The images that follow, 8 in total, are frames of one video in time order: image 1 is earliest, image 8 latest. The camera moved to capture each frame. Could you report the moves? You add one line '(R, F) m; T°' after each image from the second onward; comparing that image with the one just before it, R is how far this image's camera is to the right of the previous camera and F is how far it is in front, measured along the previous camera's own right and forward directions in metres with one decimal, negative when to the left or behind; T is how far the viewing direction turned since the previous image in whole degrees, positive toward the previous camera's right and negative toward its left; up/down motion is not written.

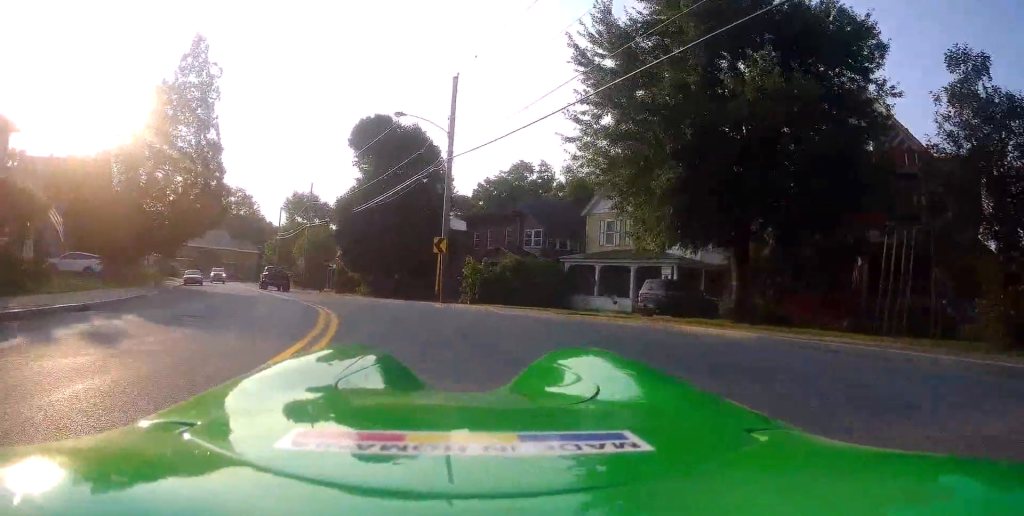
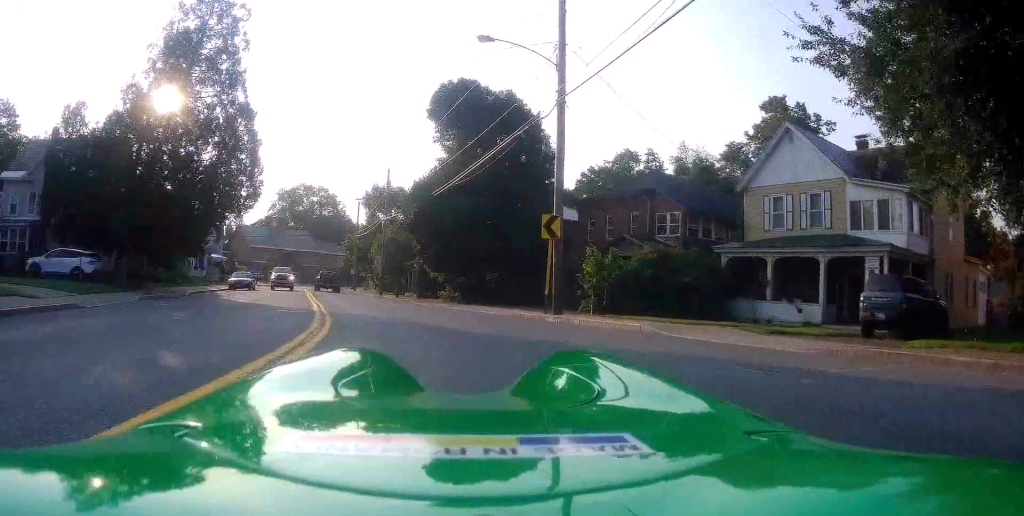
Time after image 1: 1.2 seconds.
(-0.4, +10.0) m; -6°
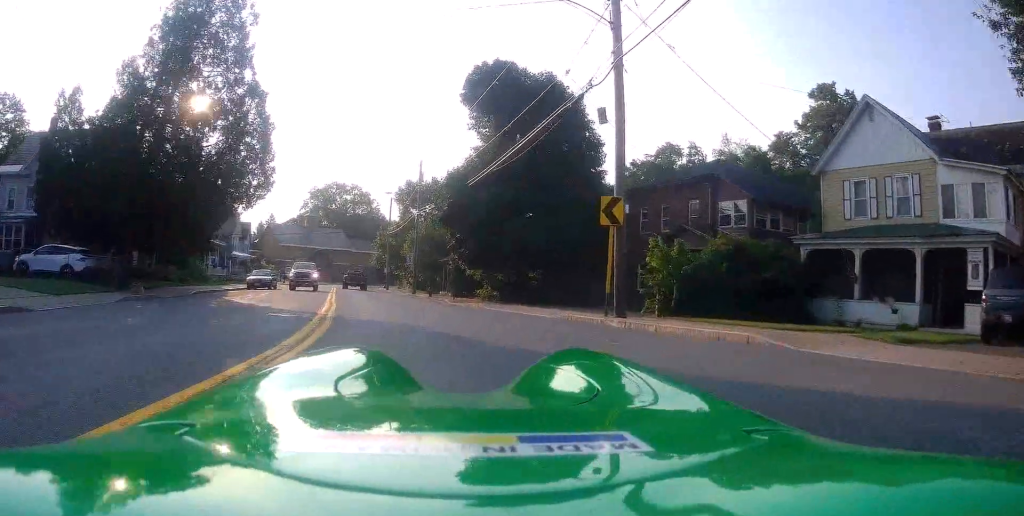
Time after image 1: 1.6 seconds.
(+0.1, +3.5) m; -2°
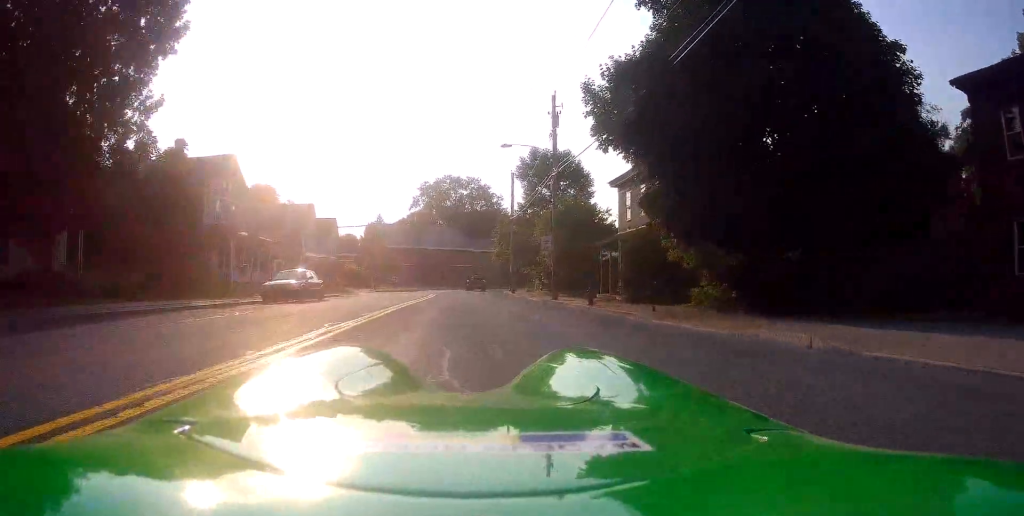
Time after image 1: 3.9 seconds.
(-2.9, +19.9) m; -15°
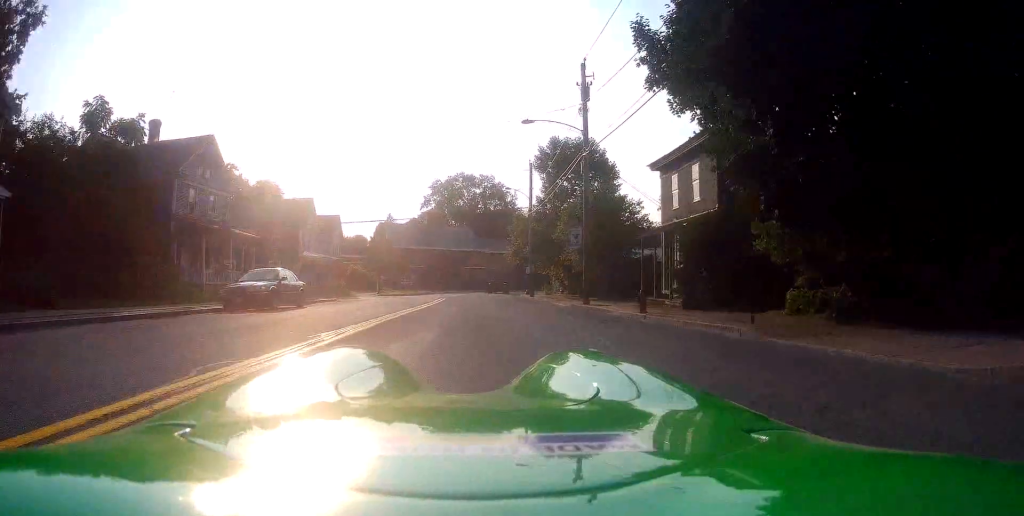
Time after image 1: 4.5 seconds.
(-0.1, +5.8) m; -5°
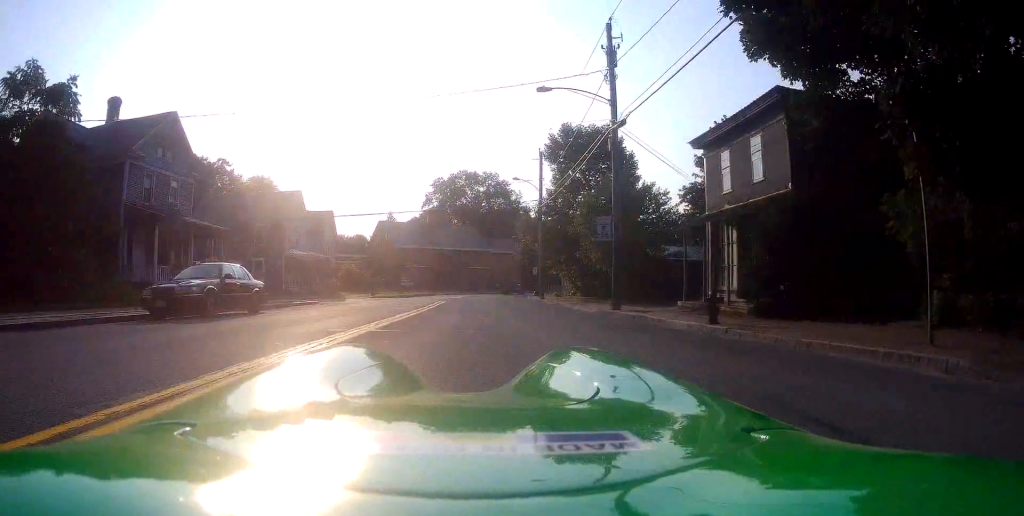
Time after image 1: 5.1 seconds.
(-0.4, +5.8) m; -3°
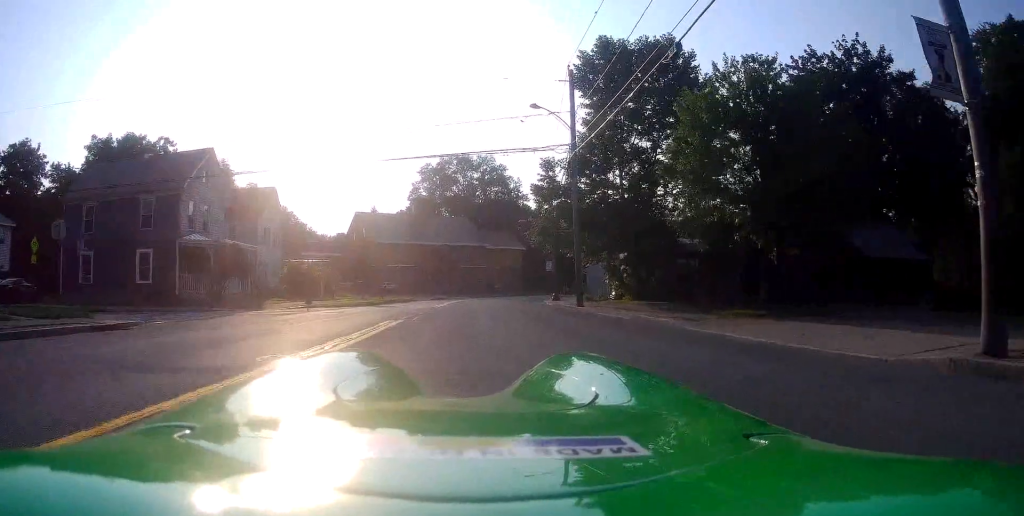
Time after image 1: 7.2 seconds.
(-0.2, +20.5) m; +4°
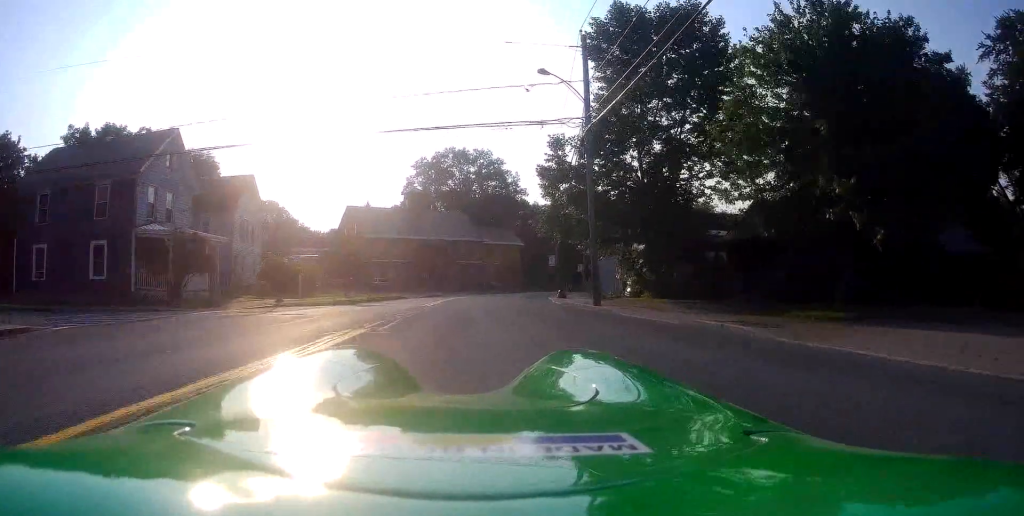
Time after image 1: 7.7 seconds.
(+0.1, +4.8) m; +3°
